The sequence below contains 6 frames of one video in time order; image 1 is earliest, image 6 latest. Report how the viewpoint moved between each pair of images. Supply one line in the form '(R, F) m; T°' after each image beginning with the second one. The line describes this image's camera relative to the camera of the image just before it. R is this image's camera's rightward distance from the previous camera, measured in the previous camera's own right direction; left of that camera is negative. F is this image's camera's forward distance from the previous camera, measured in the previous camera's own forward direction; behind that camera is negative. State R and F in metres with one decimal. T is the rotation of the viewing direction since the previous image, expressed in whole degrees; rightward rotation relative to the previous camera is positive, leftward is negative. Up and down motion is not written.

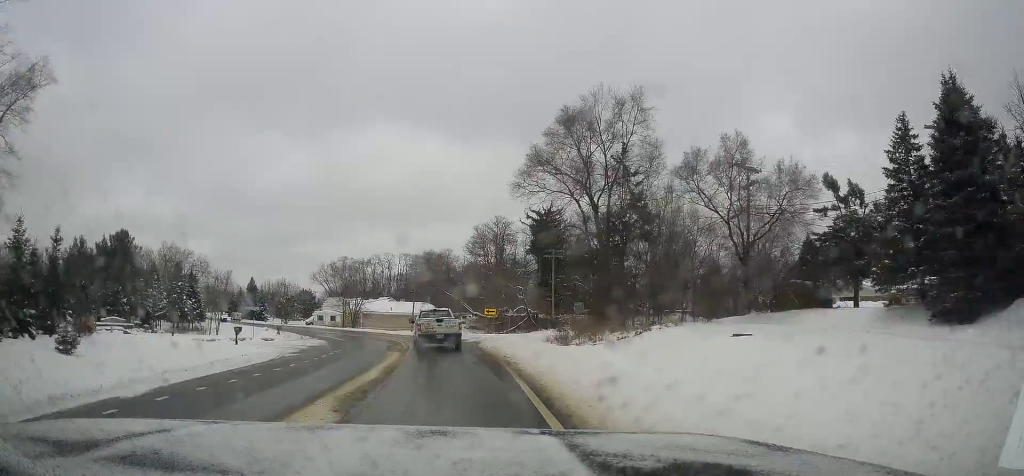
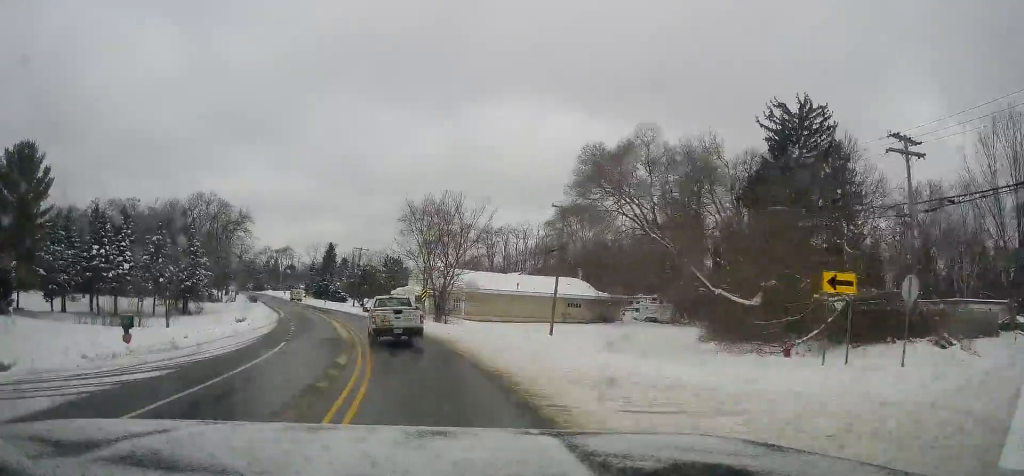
(-3.5, +46.5) m; -11°
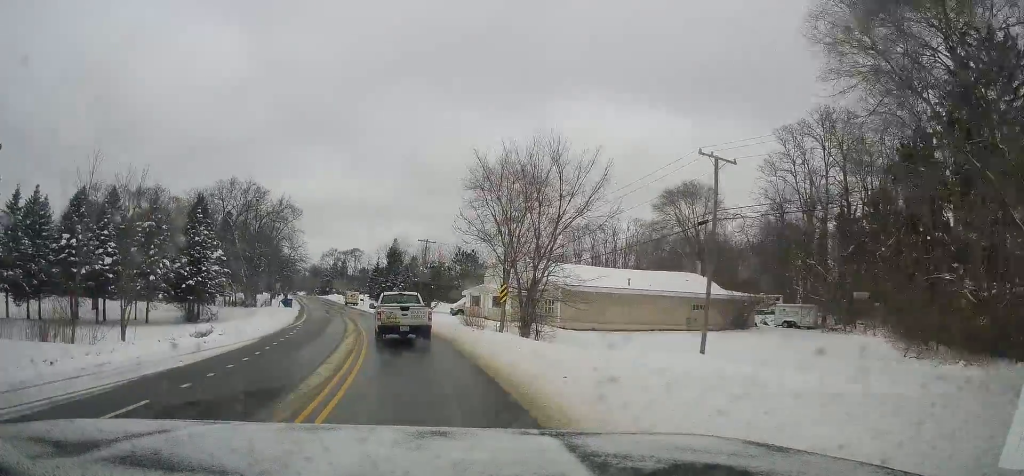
(-1.6, +17.0) m; -9°
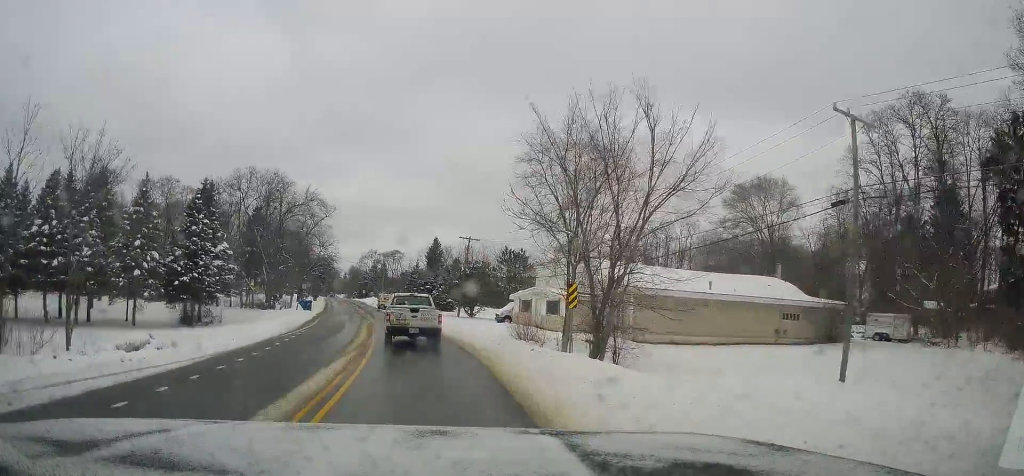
(-0.5, +9.0) m; -3°
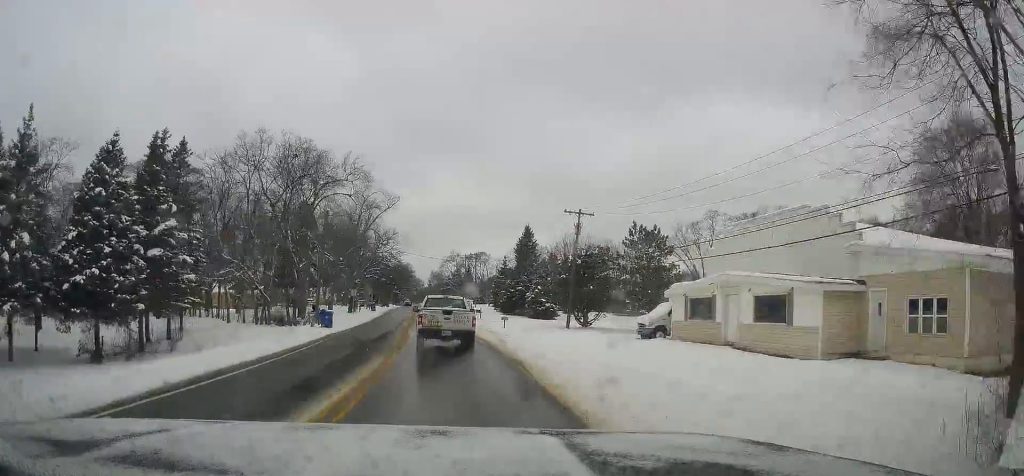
(-1.5, +22.0) m; -9°
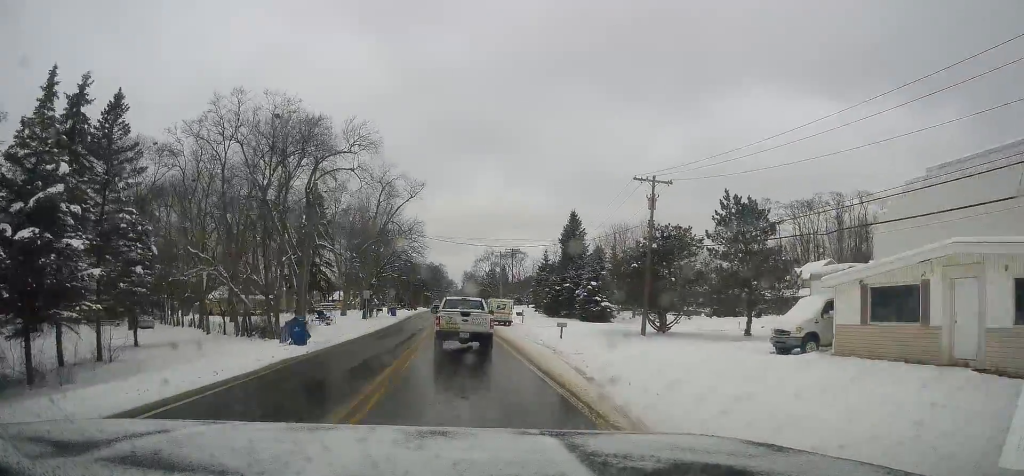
(-0.7, +12.2) m; -4°
